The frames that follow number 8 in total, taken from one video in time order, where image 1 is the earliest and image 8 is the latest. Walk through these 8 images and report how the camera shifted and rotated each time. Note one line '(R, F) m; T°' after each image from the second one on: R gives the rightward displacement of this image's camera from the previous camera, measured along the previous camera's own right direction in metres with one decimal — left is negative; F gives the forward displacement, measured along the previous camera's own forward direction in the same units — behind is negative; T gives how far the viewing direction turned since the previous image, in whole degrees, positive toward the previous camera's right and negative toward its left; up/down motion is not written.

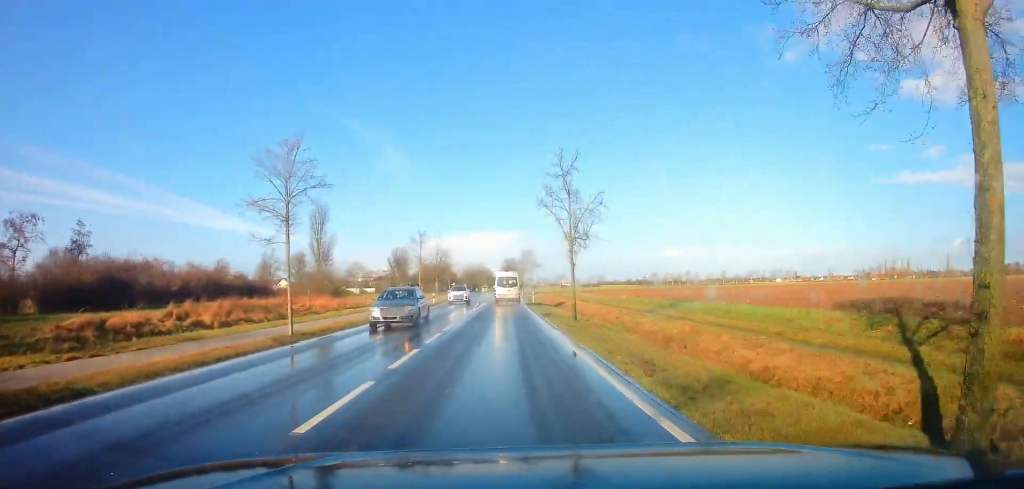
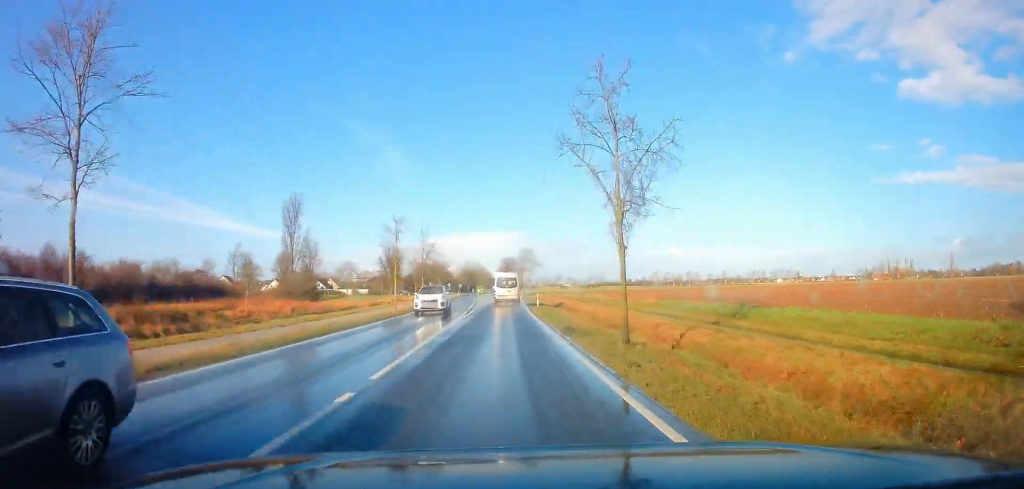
(0.0, +9.8) m; 0°
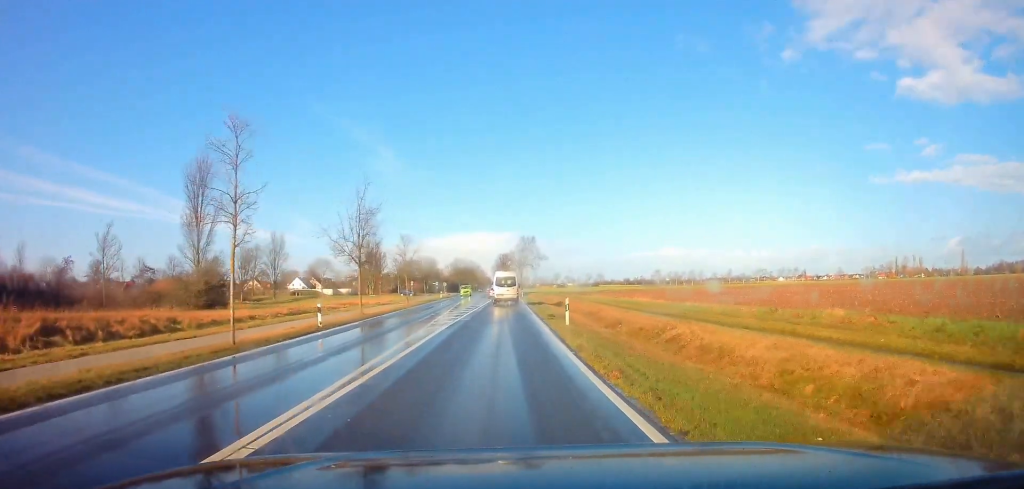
(-0.1, +22.5) m; 0°
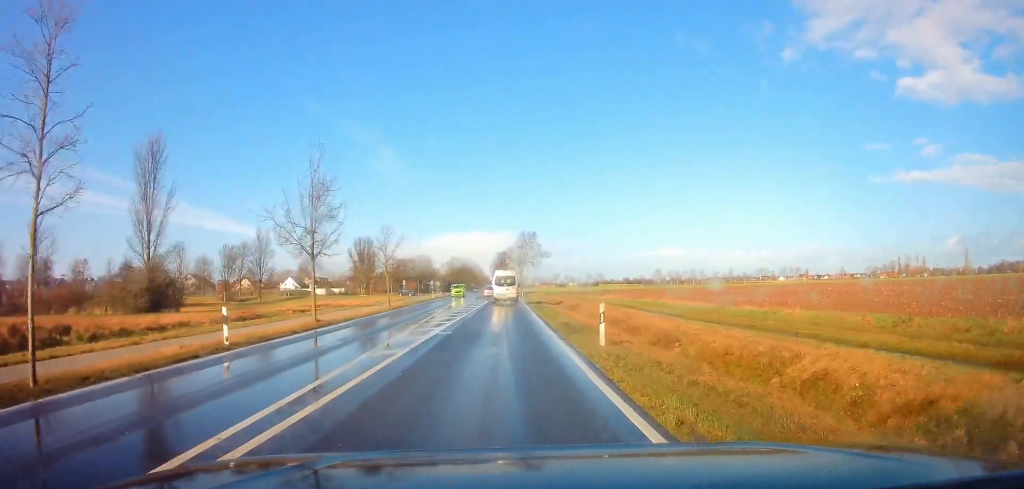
(0.0, +7.7) m; 0°
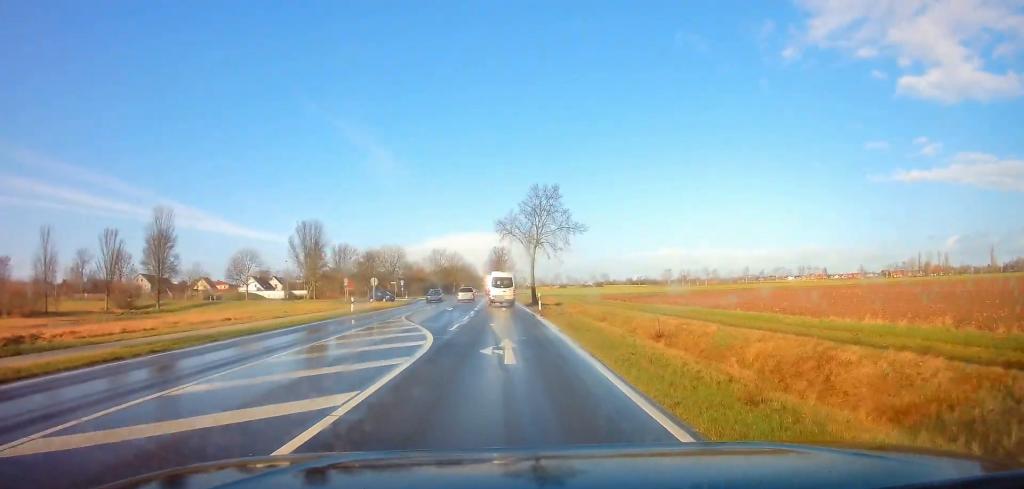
(+0.6, +40.7) m; 0°
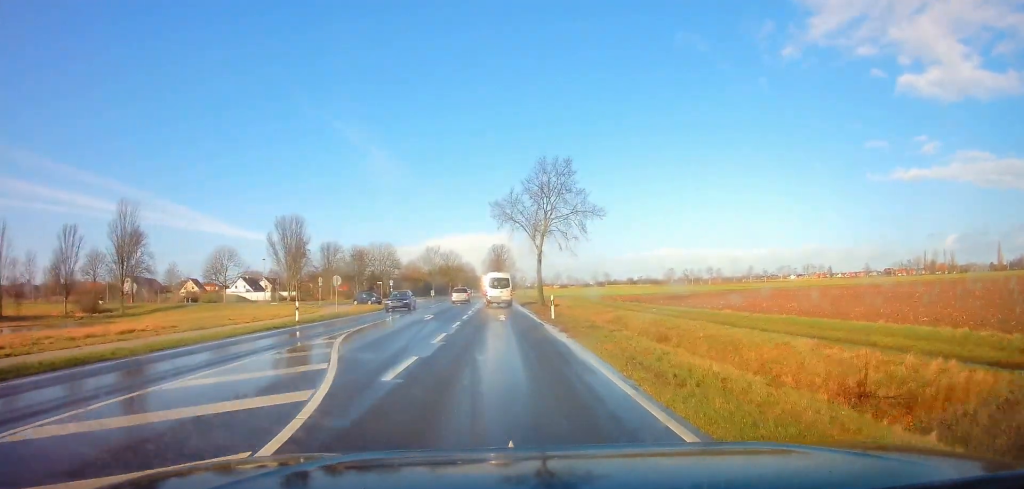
(-0.1, +10.1) m; -1°
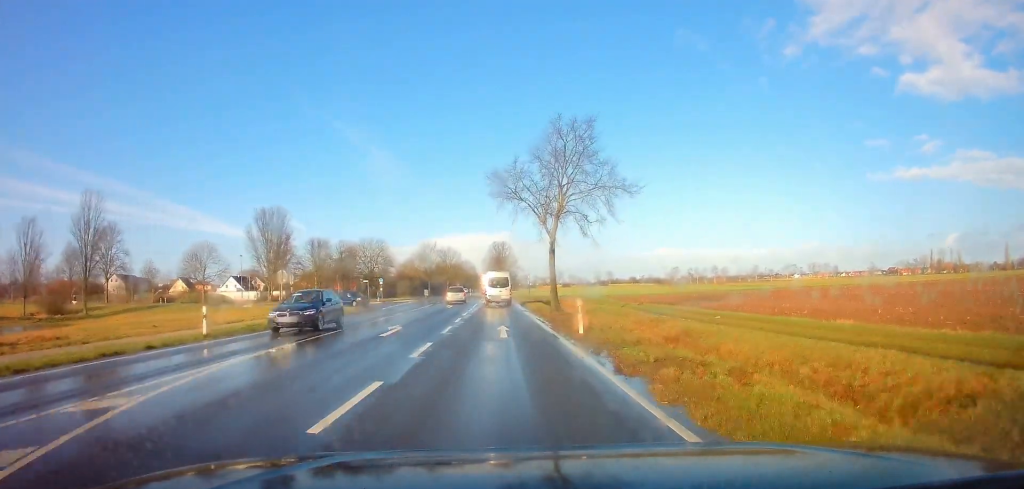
(0.0, +9.2) m; 0°
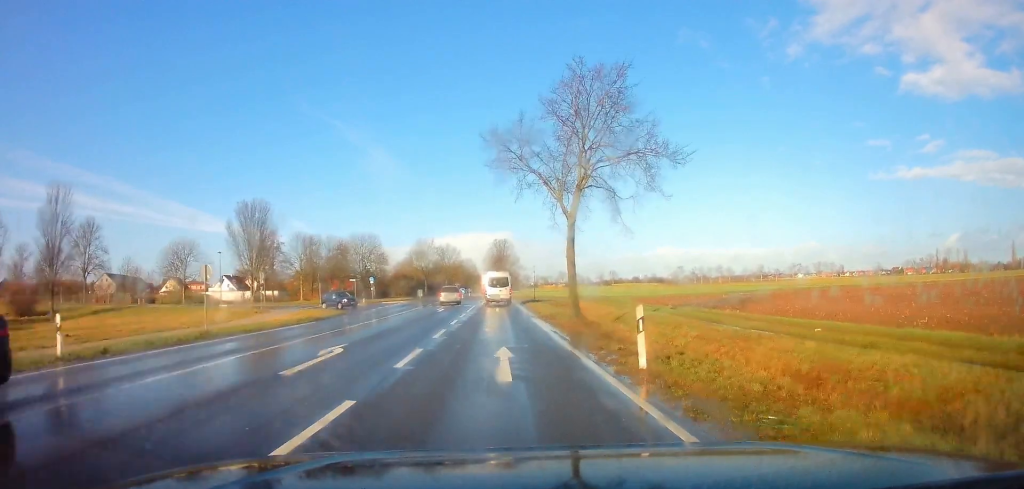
(0.0, +7.5) m; 0°
